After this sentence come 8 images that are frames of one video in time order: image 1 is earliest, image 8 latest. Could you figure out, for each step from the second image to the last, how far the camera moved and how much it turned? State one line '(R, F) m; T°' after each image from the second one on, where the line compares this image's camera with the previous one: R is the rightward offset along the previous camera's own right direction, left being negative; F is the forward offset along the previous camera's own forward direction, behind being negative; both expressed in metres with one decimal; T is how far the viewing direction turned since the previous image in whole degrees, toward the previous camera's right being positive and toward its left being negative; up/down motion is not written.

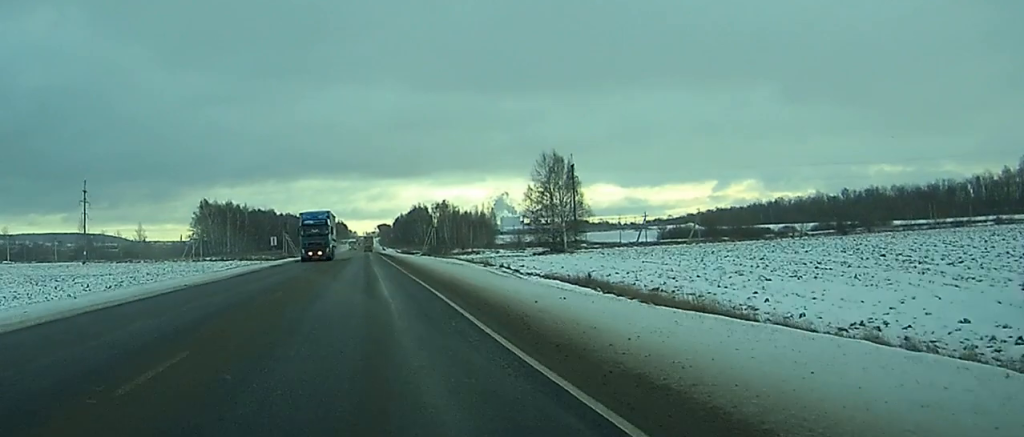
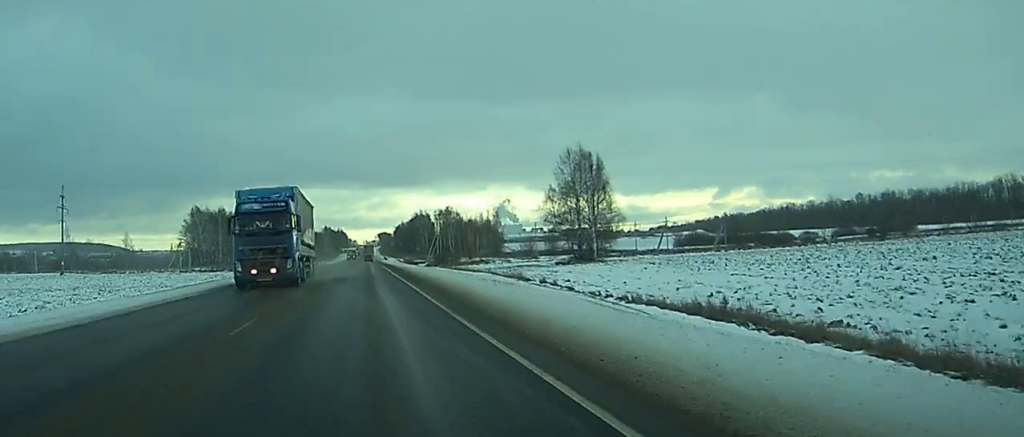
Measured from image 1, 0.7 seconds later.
(-0.1, +17.4) m; 0°
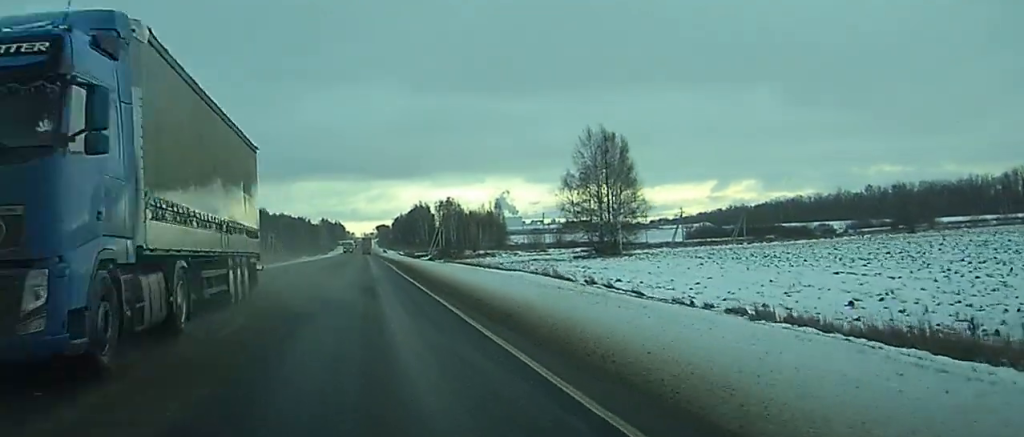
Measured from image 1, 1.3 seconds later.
(0.0, +12.6) m; 0°
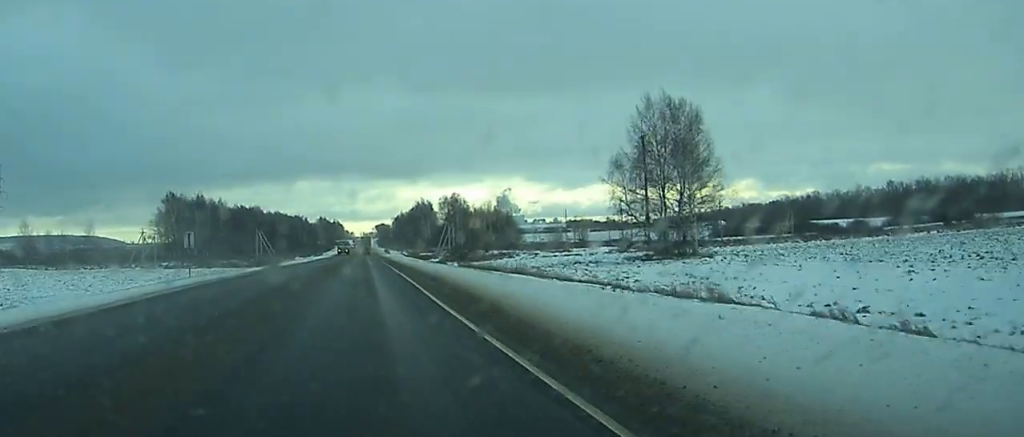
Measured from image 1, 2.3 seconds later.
(+0.2, +24.5) m; 0°
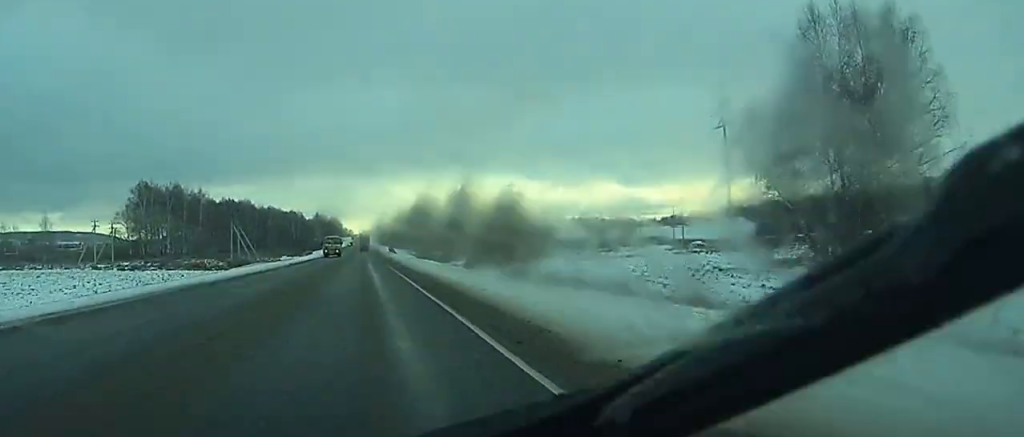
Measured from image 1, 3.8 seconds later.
(0.0, +34.8) m; 0°
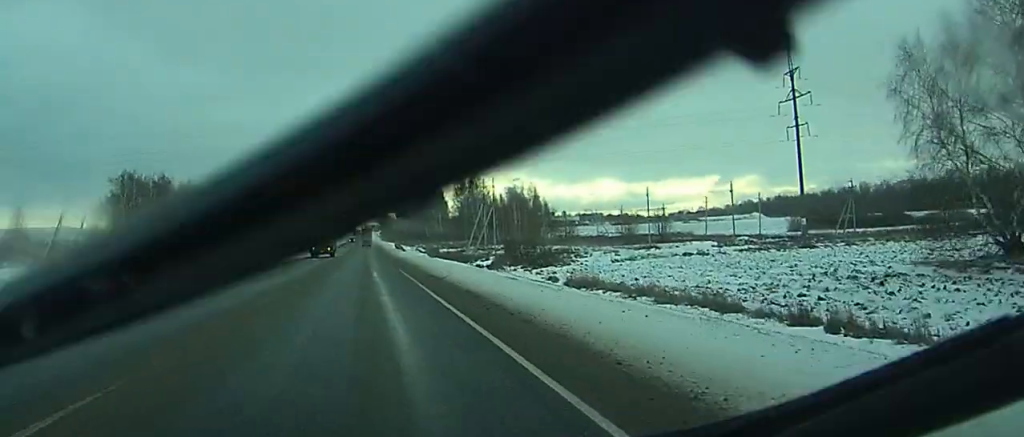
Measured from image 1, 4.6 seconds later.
(0.0, +19.7) m; 0°
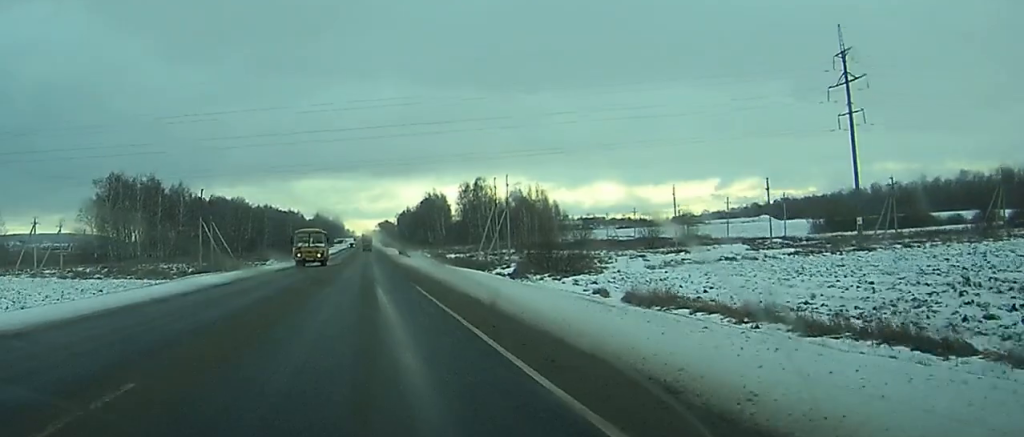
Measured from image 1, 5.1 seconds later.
(0.0, +11.8) m; 0°
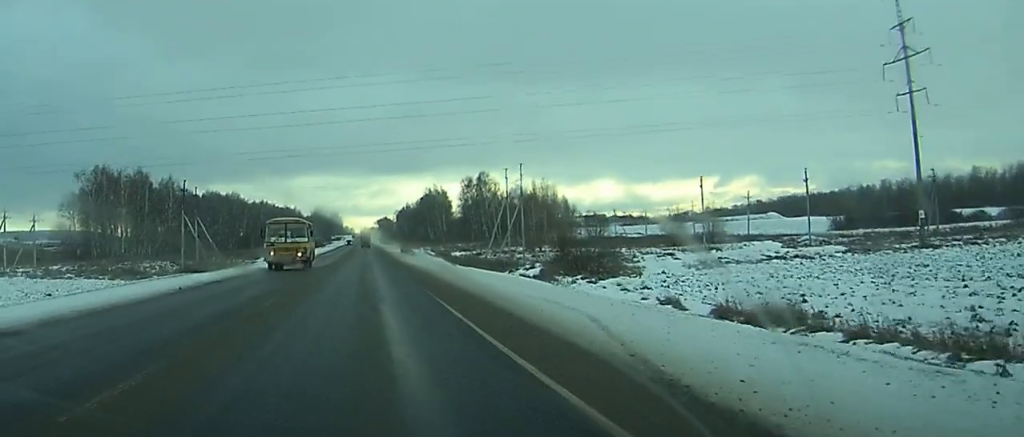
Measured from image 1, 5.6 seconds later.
(-0.1, +11.0) m; 0°
